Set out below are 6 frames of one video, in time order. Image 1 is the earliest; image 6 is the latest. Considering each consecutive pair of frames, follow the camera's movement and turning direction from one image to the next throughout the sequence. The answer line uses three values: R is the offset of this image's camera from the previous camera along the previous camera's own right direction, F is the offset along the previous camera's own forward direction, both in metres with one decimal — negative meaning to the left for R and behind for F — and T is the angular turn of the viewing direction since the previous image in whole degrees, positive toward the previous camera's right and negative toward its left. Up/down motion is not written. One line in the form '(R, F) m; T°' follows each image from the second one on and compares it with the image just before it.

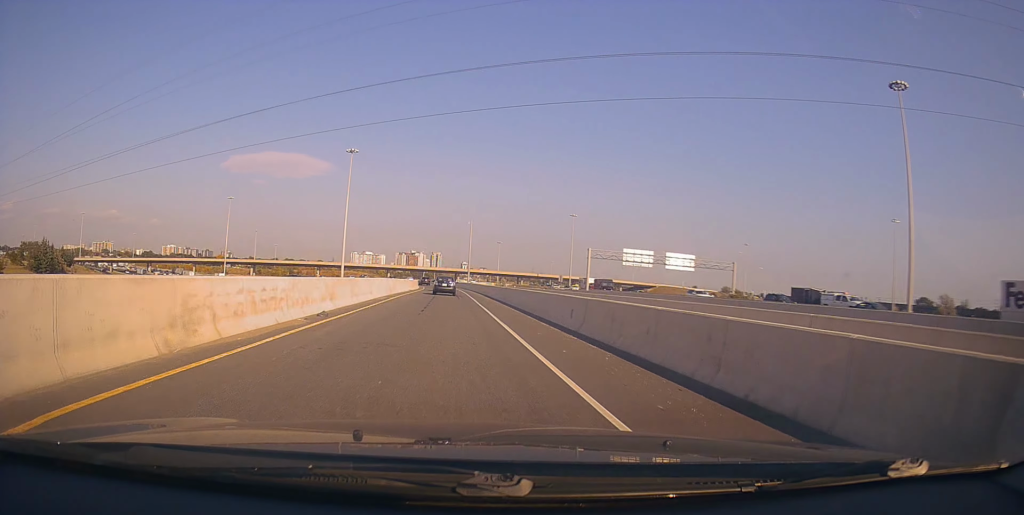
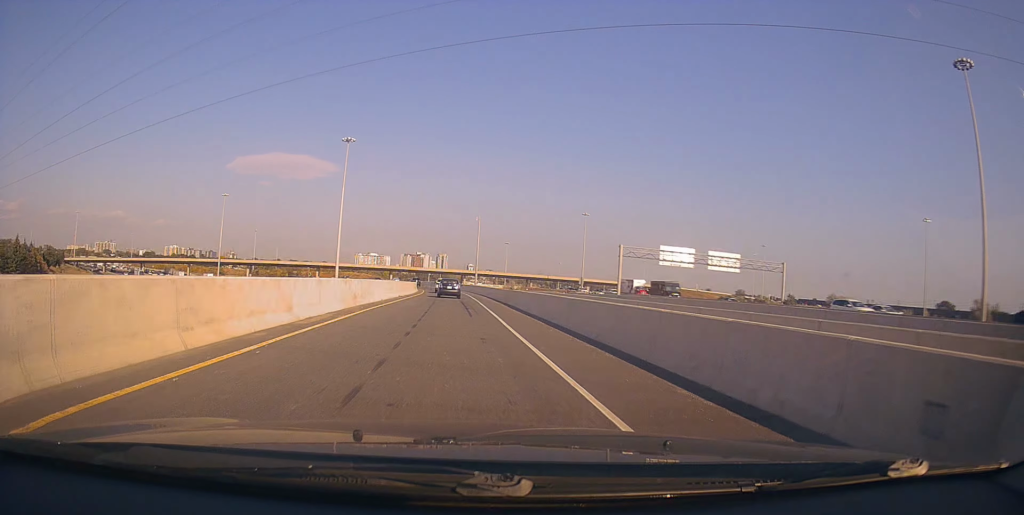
(-0.4, +15.4) m; 0°
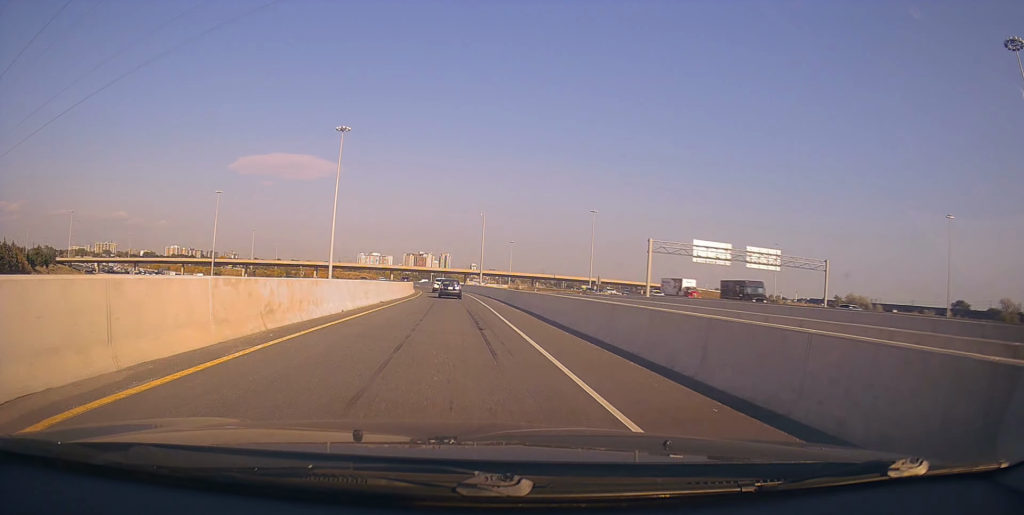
(+0.3, +11.1) m; +1°
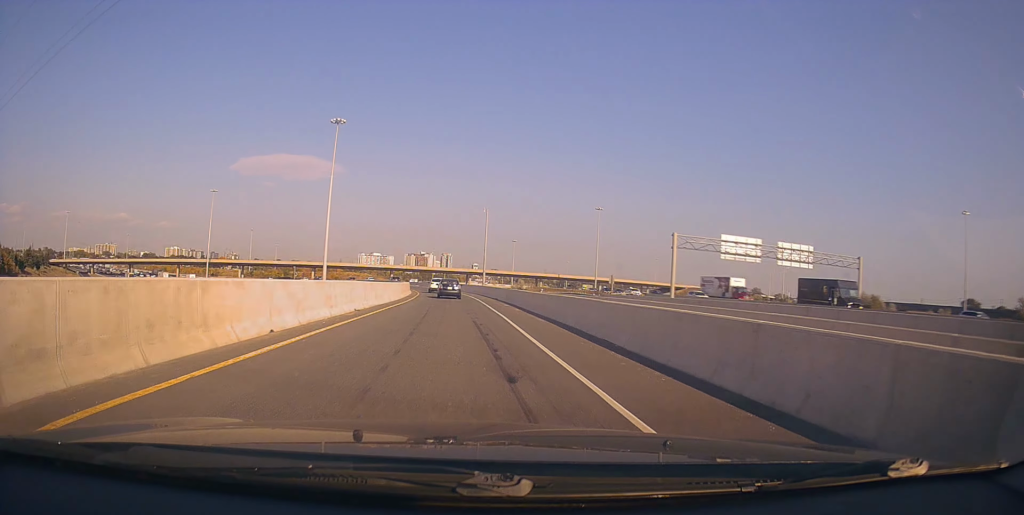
(+0.1, +7.6) m; +1°
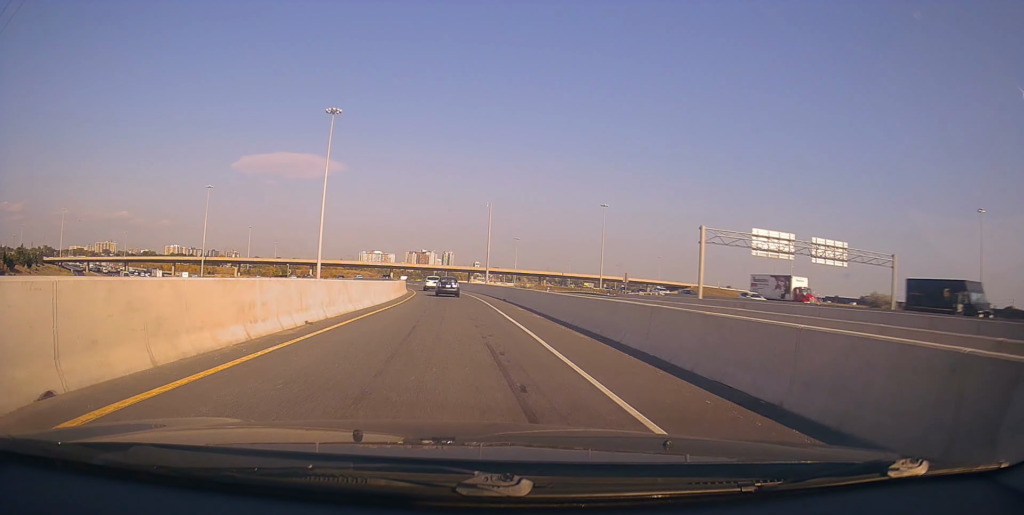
(0.0, +7.0) m; 0°
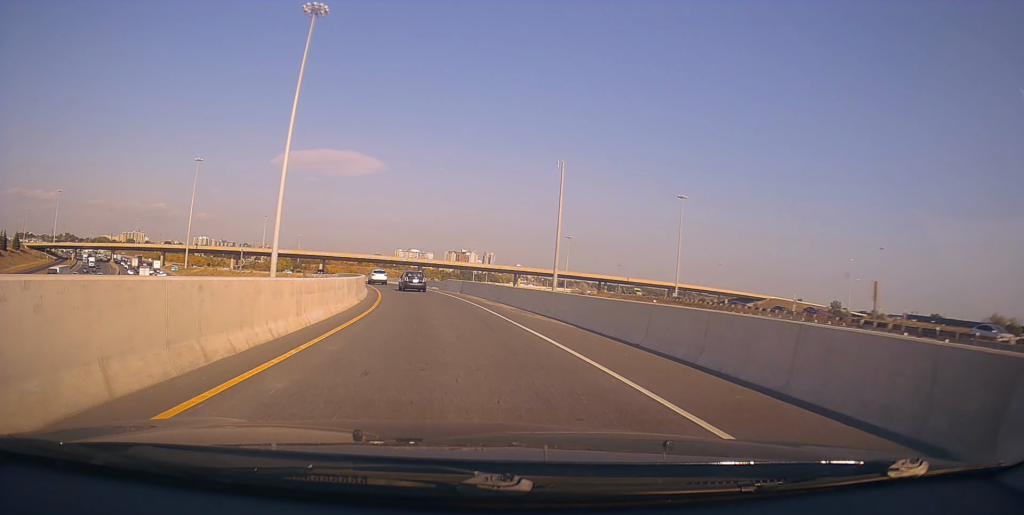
(-1.7, +50.8) m; -5°
